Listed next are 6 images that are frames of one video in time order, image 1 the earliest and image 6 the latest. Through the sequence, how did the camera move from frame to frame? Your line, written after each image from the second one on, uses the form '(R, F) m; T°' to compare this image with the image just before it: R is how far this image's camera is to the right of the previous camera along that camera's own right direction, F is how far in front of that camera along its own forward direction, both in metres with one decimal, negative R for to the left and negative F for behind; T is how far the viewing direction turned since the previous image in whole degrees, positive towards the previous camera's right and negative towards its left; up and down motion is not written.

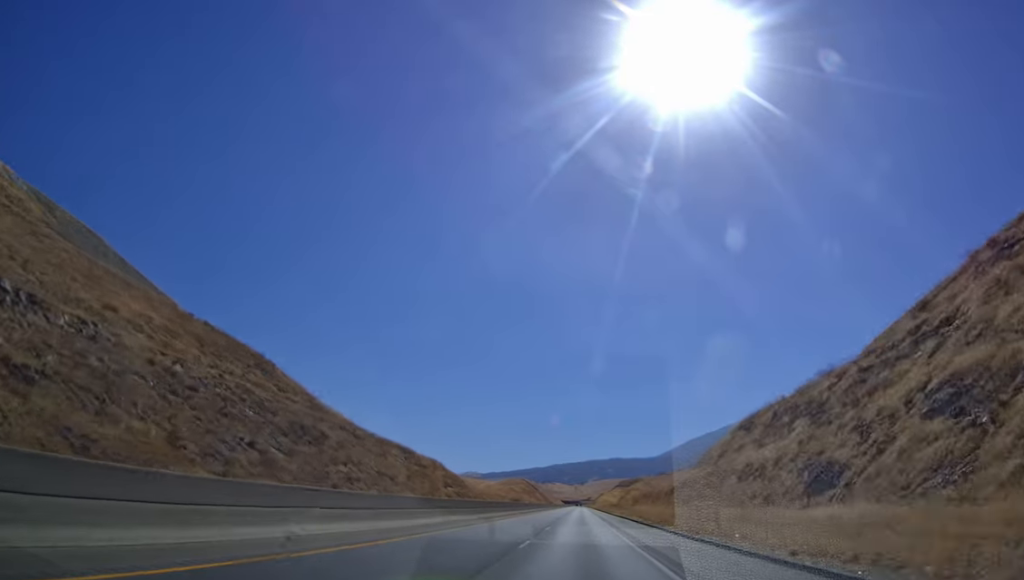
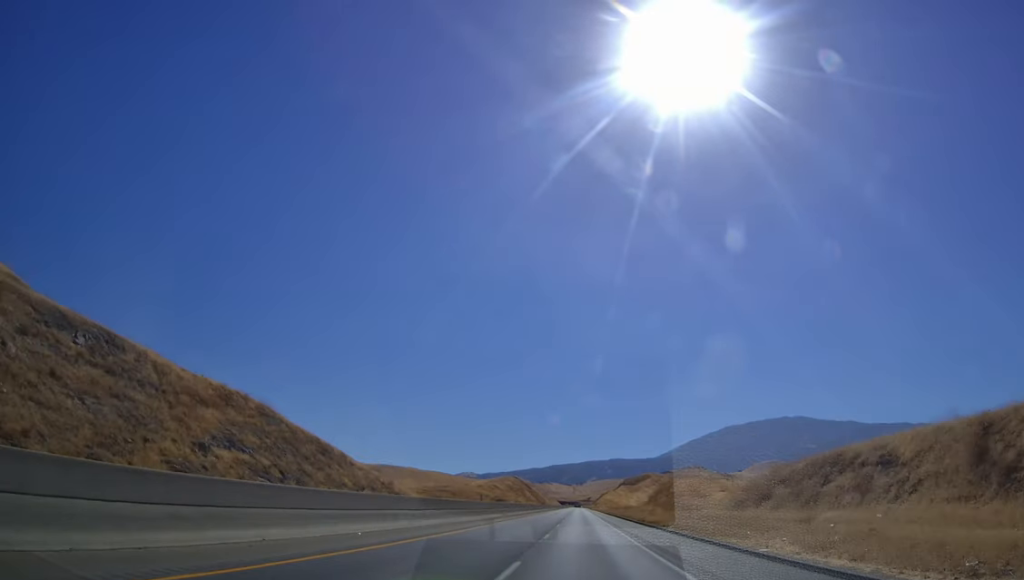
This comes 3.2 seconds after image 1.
(+1.4, +95.3) m; 0°
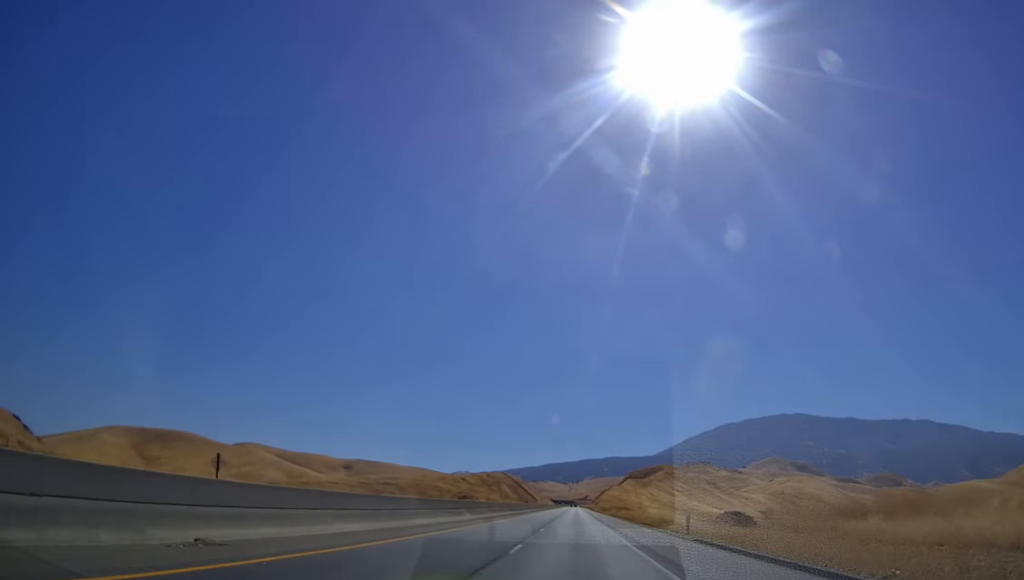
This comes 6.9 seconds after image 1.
(-1.1, +109.4) m; 0°
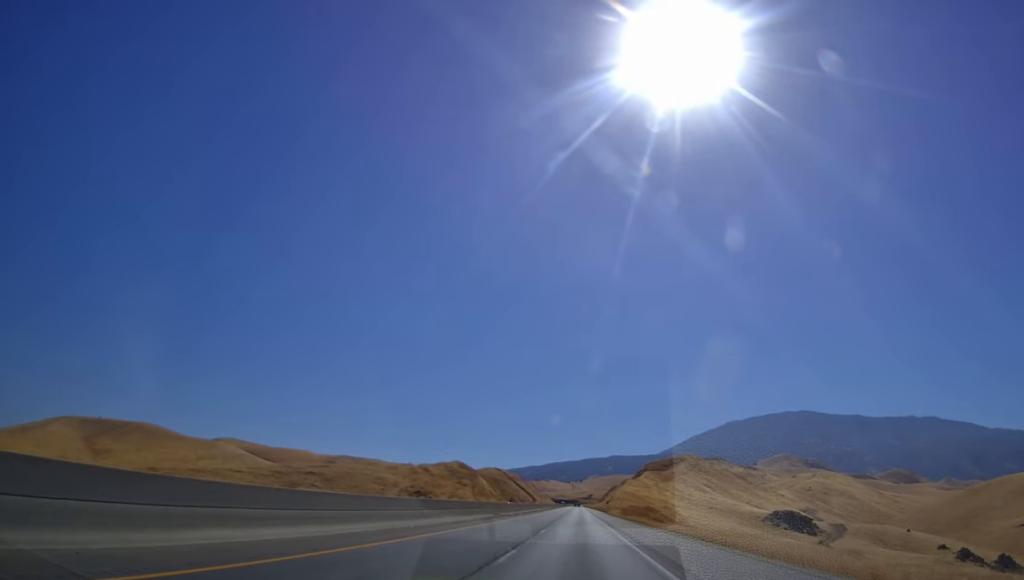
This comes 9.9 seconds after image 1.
(+0.4, +89.5) m; 0°
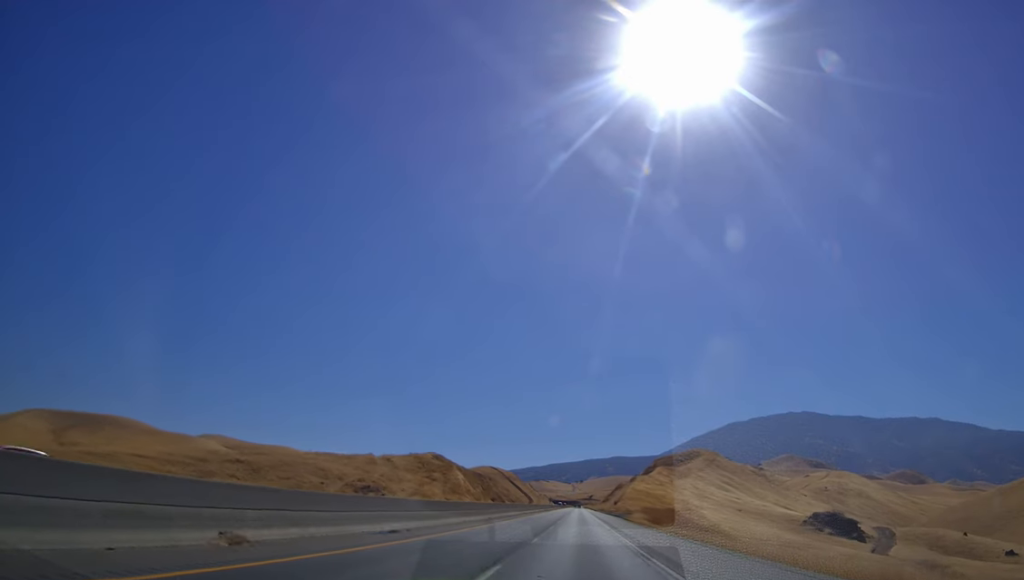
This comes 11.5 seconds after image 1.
(-0.1, +47.8) m; 0°
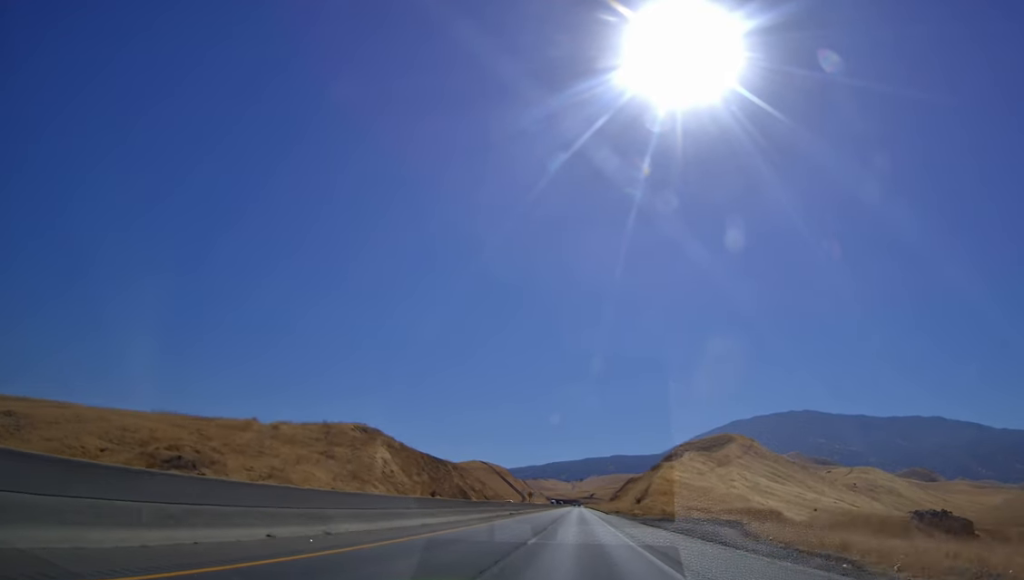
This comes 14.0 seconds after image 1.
(+0.1, +75.6) m; 0°
